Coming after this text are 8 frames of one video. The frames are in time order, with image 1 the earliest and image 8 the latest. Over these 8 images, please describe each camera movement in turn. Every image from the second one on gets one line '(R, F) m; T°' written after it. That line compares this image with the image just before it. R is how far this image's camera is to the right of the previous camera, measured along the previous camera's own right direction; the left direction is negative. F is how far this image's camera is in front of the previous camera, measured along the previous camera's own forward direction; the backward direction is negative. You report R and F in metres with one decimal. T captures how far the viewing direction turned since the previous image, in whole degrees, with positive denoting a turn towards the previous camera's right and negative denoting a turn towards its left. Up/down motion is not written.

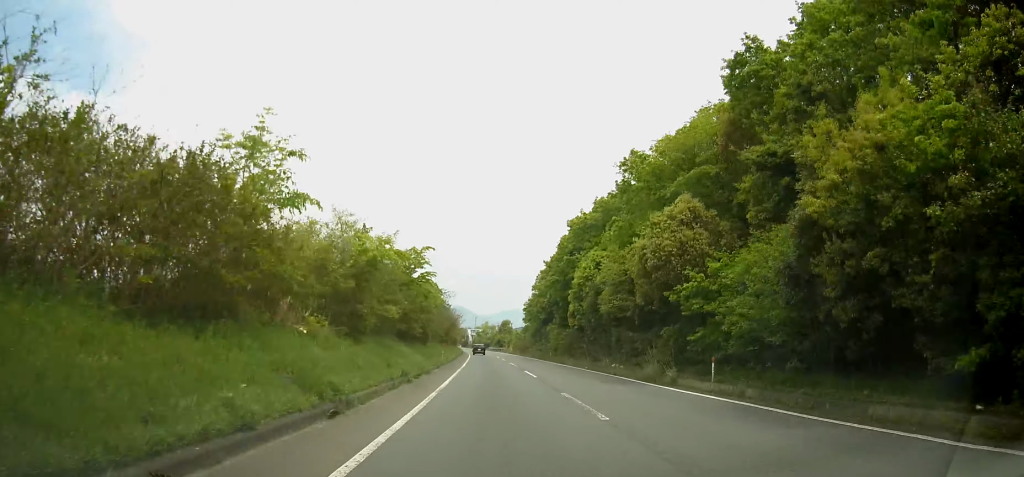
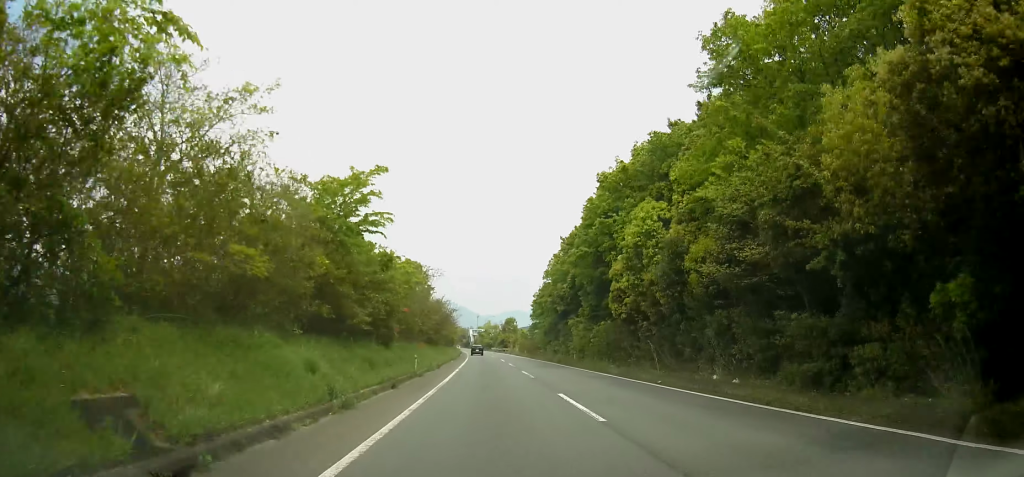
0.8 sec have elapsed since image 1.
(0.0, +15.2) m; 0°
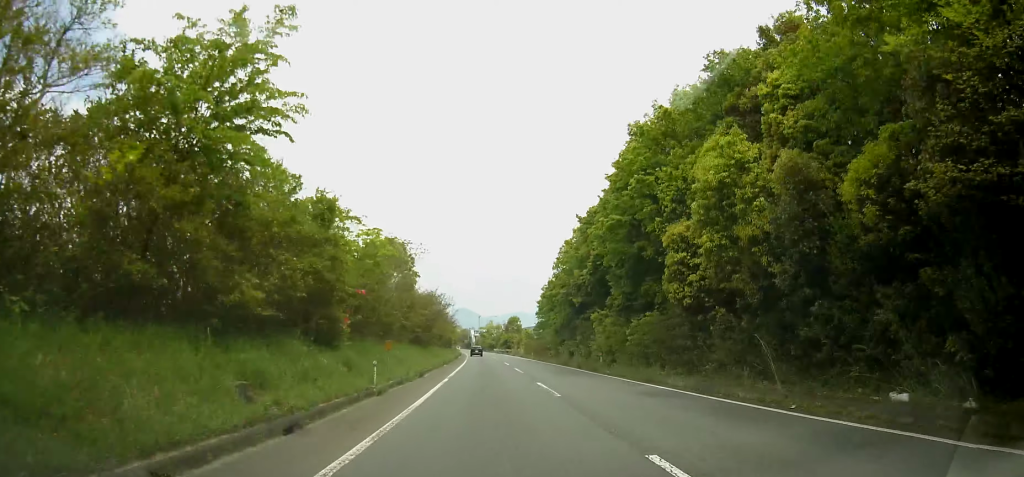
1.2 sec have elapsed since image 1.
(-0.1, +9.3) m; 0°
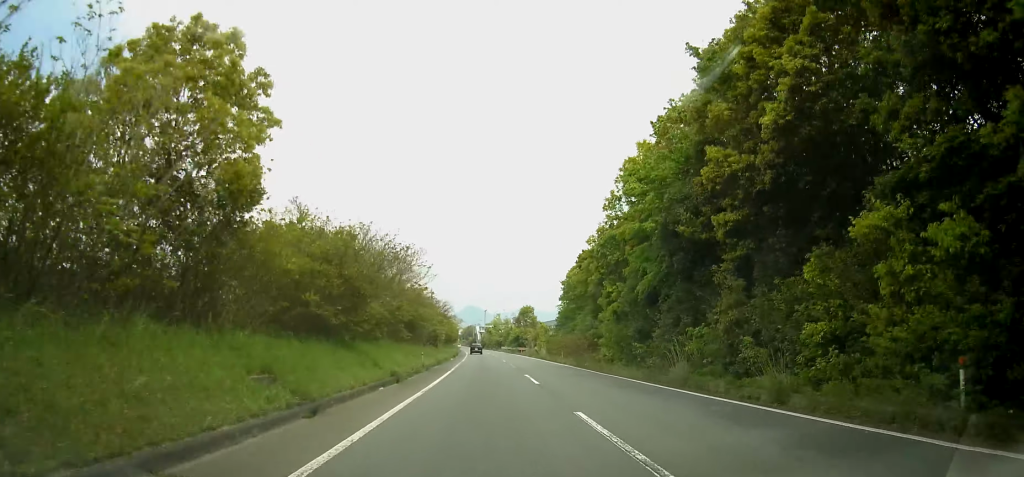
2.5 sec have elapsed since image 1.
(0.0, +25.4) m; -1°
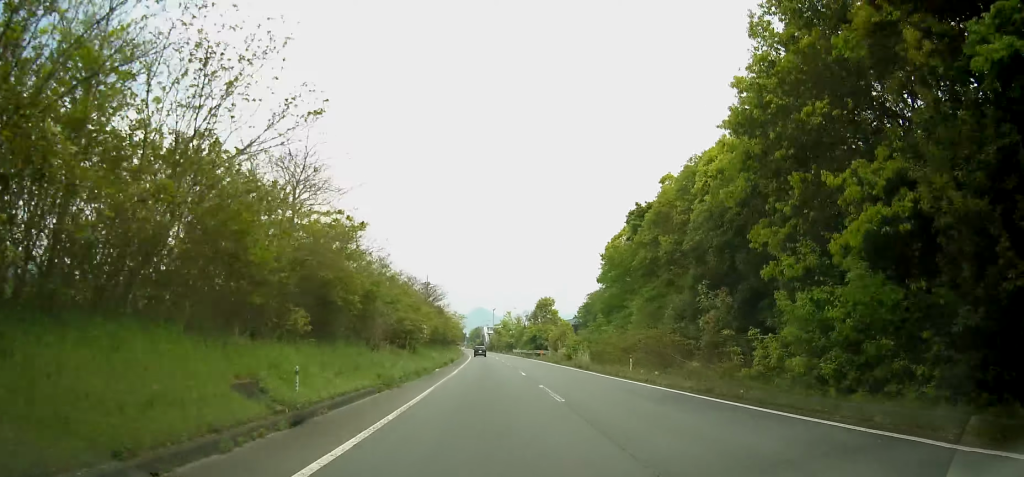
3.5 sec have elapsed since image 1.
(-0.2, +20.8) m; 0°
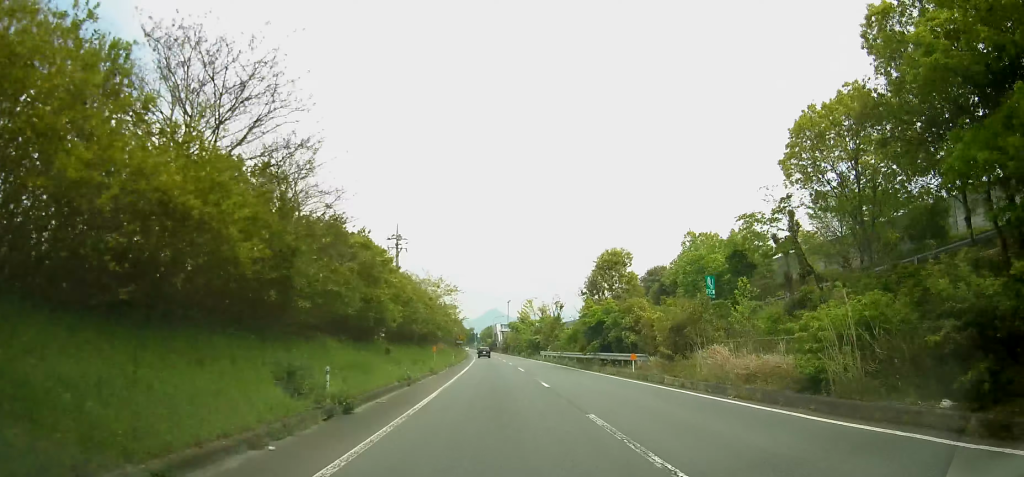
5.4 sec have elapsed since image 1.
(-0.5, +38.5) m; -2°
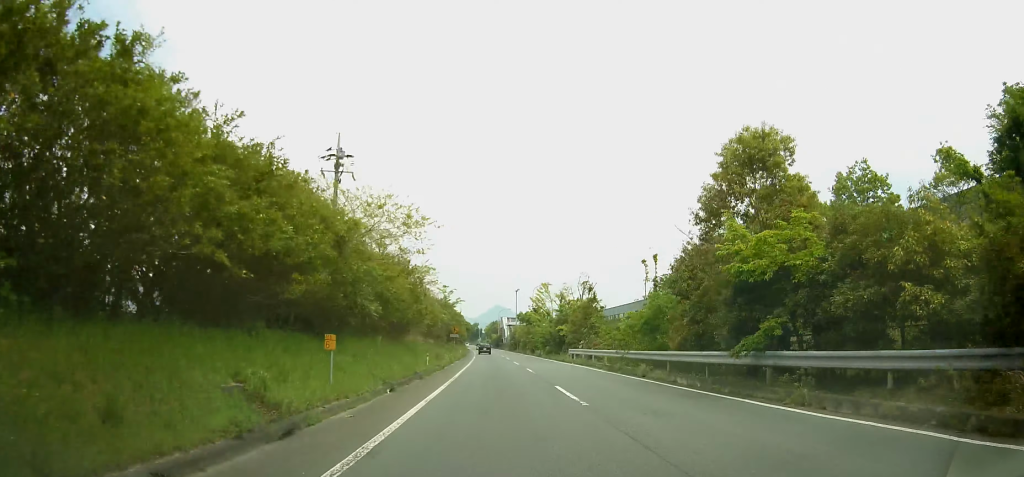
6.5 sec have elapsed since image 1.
(-0.1, +22.5) m; -1°
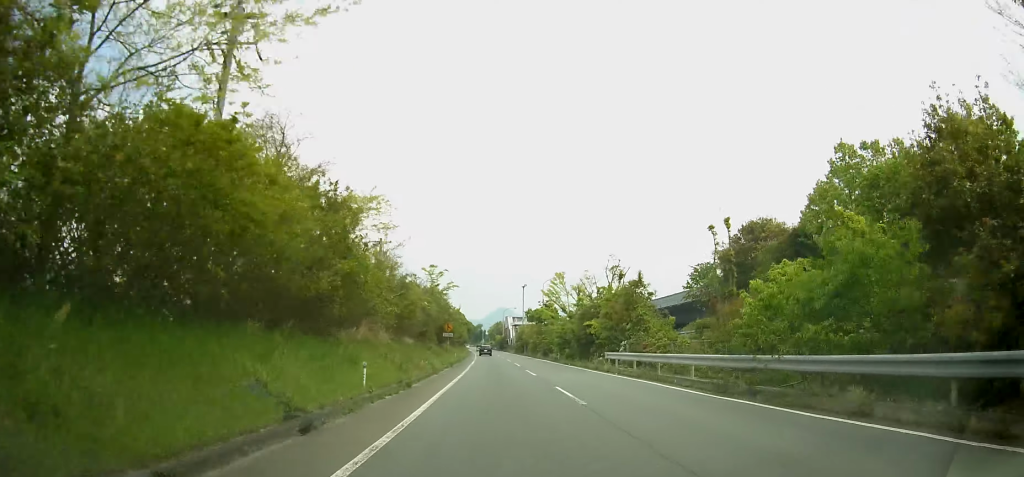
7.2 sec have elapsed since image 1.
(-0.1, +14.3) m; 0°
